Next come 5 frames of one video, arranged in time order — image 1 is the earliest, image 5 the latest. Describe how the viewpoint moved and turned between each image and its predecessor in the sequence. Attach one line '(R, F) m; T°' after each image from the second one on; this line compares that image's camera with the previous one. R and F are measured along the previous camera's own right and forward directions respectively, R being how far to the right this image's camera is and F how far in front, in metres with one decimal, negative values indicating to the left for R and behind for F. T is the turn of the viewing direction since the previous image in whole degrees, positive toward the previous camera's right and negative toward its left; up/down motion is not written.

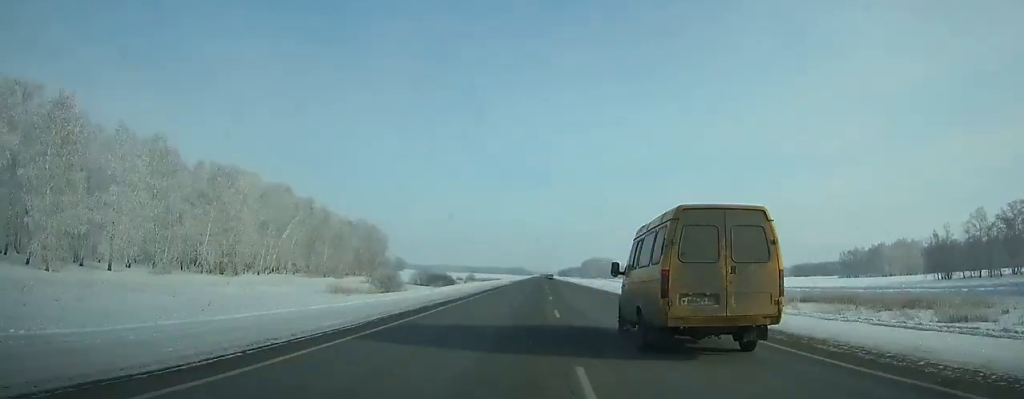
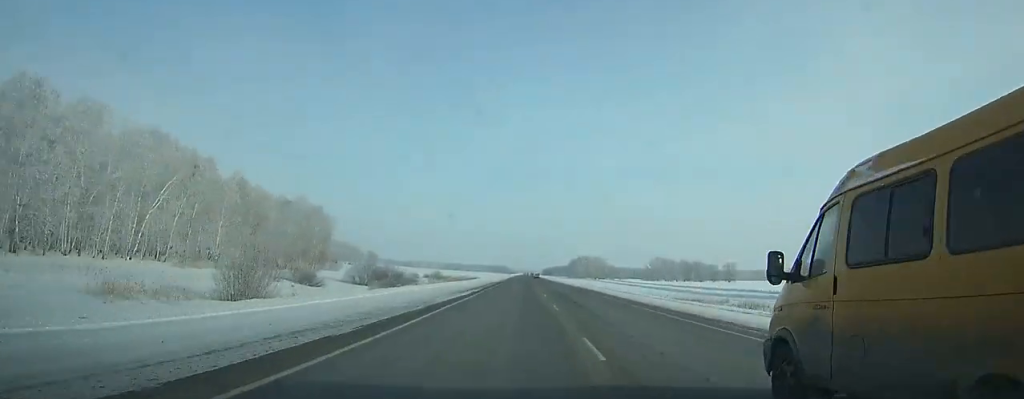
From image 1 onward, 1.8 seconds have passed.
(+0.3, +46.4) m; +1°
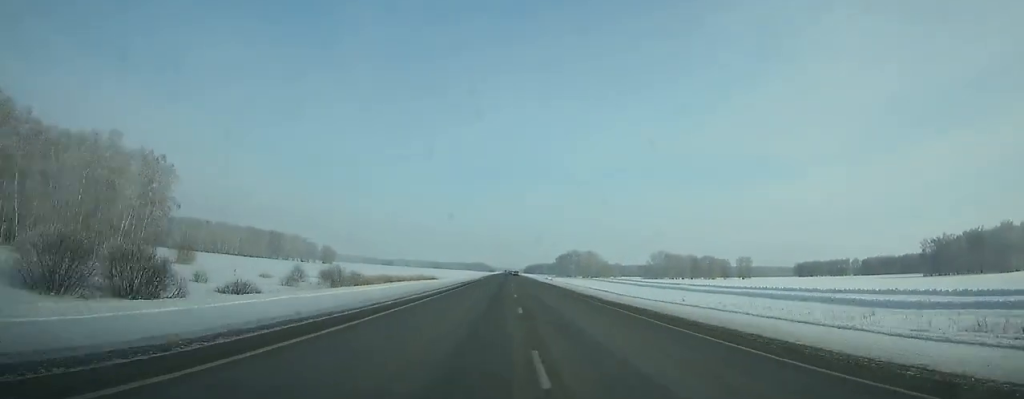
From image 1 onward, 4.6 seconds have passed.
(+0.8, +76.8) m; 0°
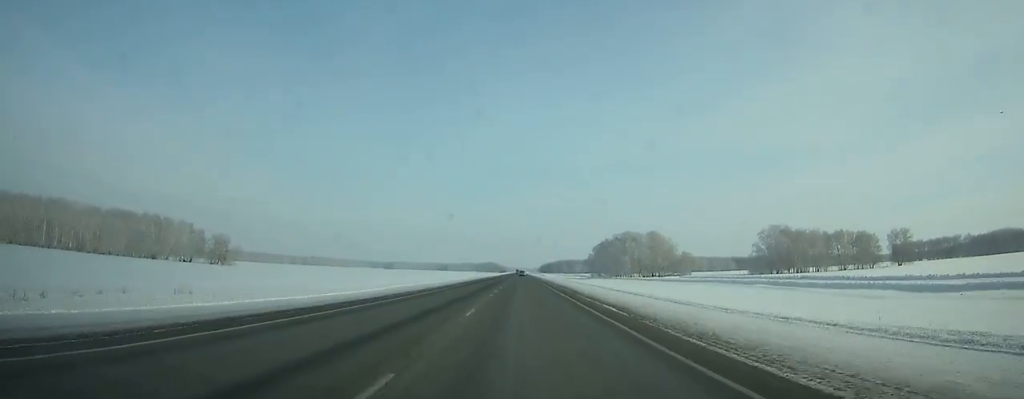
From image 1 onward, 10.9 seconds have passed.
(-0.6, +186.2) m; 0°
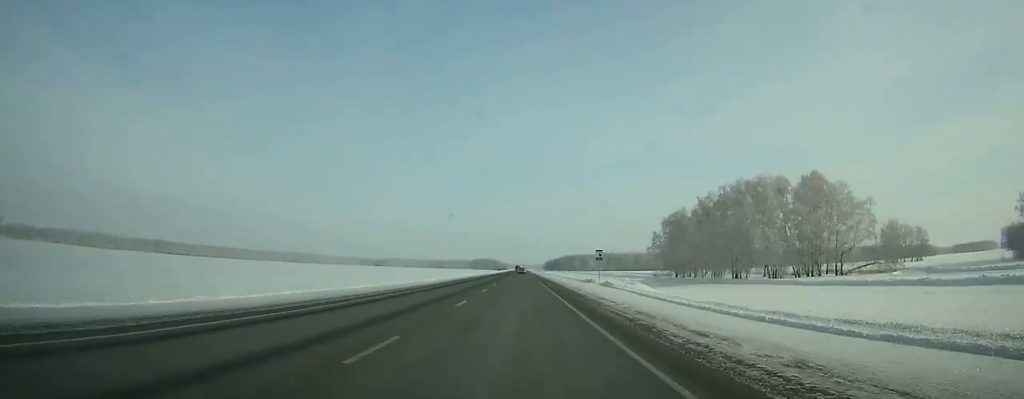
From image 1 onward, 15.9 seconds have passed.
(-0.1, +152.0) m; 0°
